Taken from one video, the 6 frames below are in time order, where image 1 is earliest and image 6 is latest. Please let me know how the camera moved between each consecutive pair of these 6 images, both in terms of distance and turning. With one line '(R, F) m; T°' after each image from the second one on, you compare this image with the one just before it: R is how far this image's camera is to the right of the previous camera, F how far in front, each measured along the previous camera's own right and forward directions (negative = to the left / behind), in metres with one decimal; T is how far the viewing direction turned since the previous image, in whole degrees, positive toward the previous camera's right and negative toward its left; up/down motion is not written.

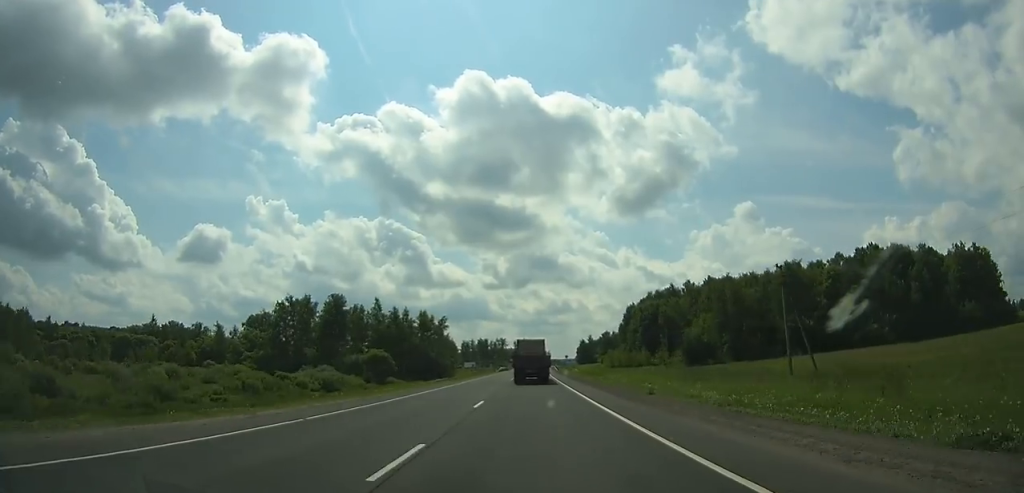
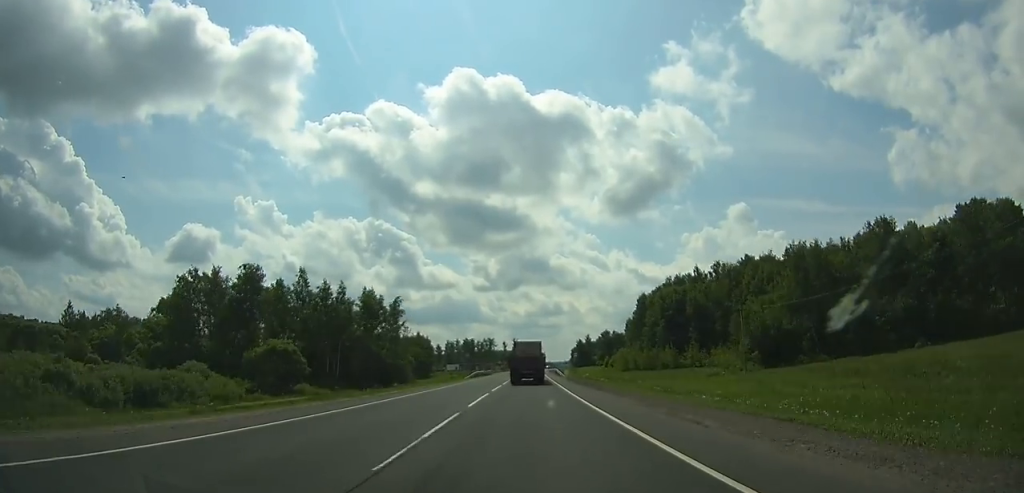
(+0.3, +42.7) m; +1°
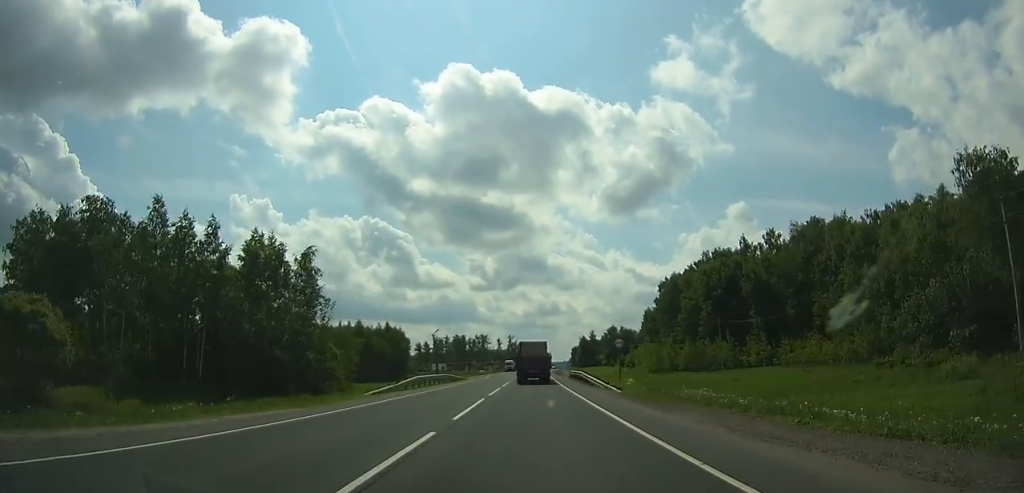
(+0.1, +40.6) m; +1°
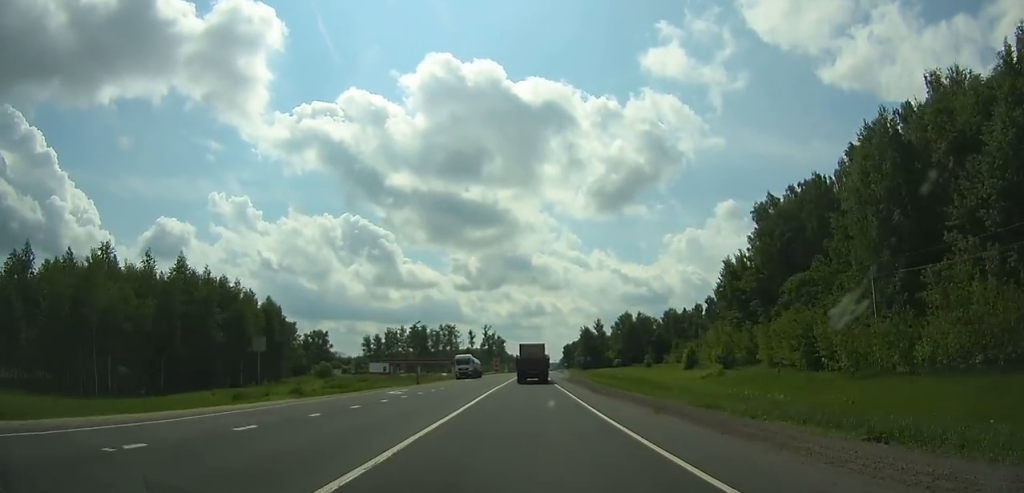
(+1.3, +91.3) m; +1°
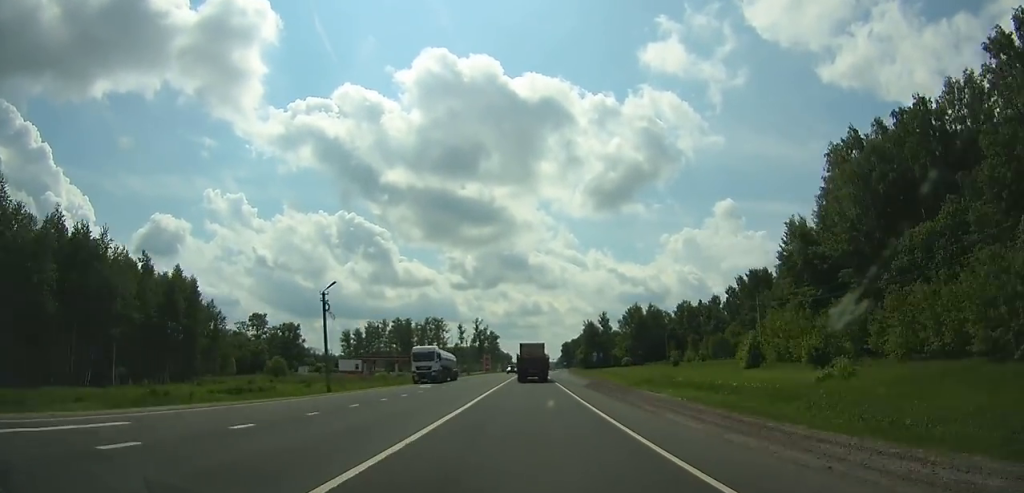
(+0.1, +27.8) m; 0°
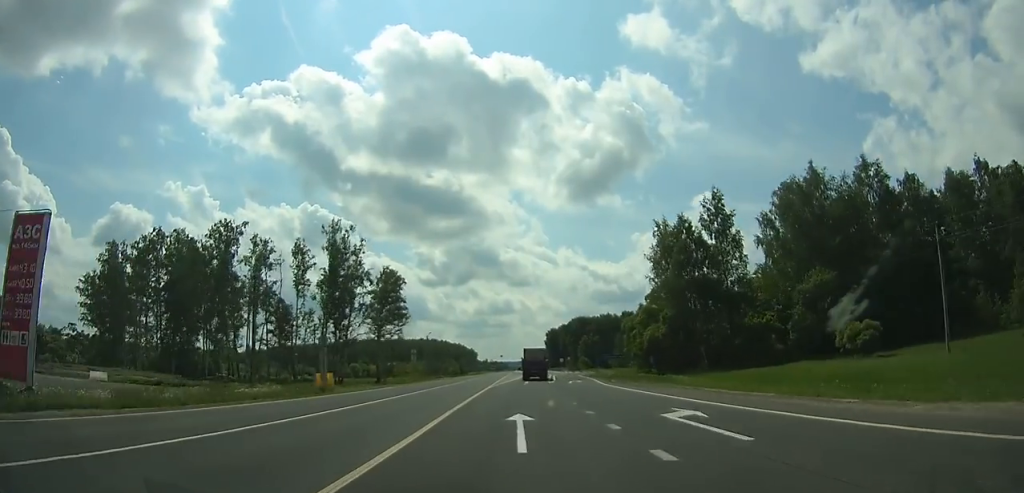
(+2.6, +160.1) m; +2°
